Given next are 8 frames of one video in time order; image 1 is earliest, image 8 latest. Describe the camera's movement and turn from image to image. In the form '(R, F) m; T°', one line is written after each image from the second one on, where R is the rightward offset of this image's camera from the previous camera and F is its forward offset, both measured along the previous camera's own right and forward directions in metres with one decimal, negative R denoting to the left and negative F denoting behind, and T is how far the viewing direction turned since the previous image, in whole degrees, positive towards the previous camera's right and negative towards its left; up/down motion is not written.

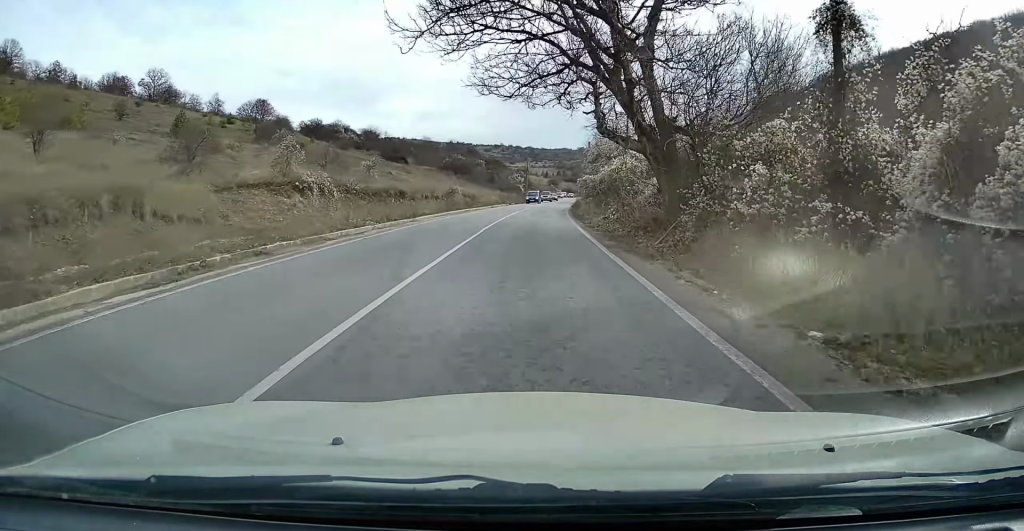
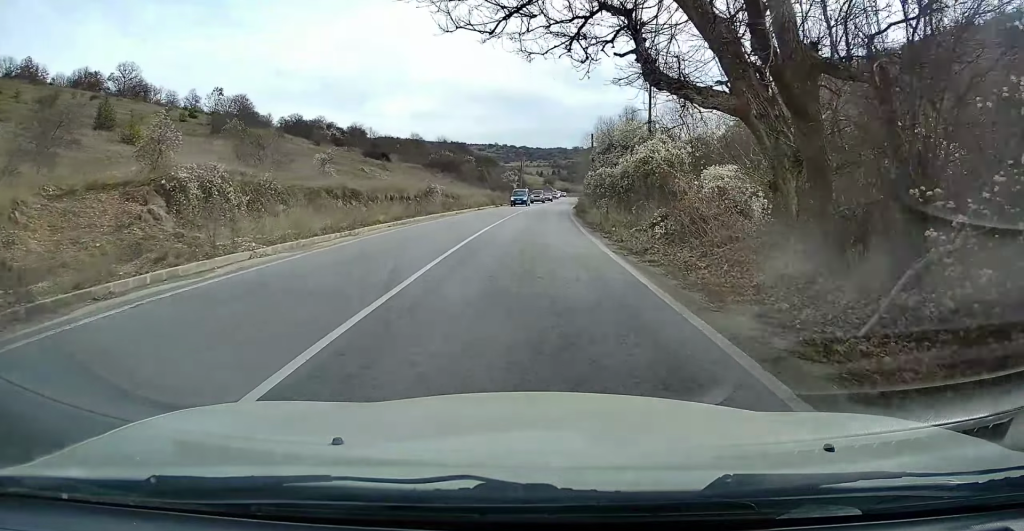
(-0.1, +10.4) m; 0°
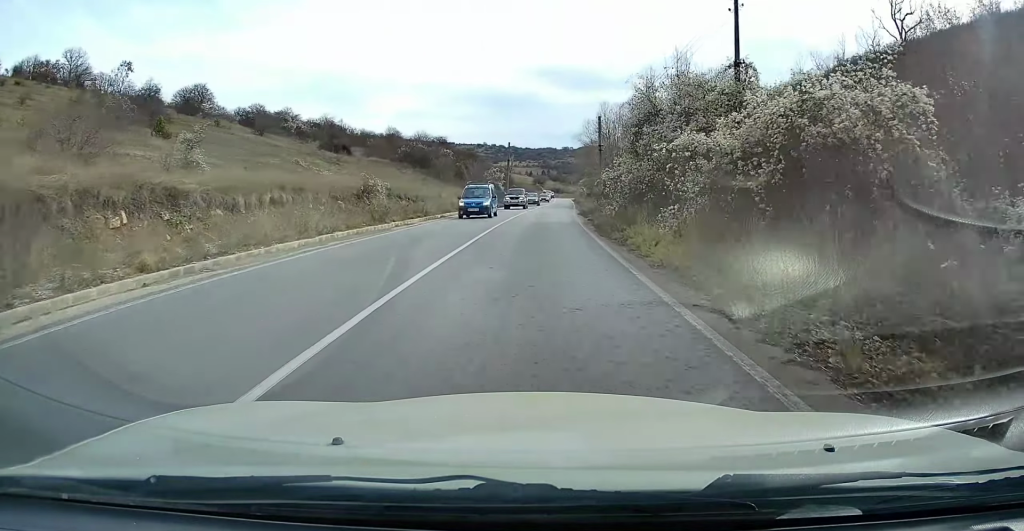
(+0.1, +16.9) m; +1°
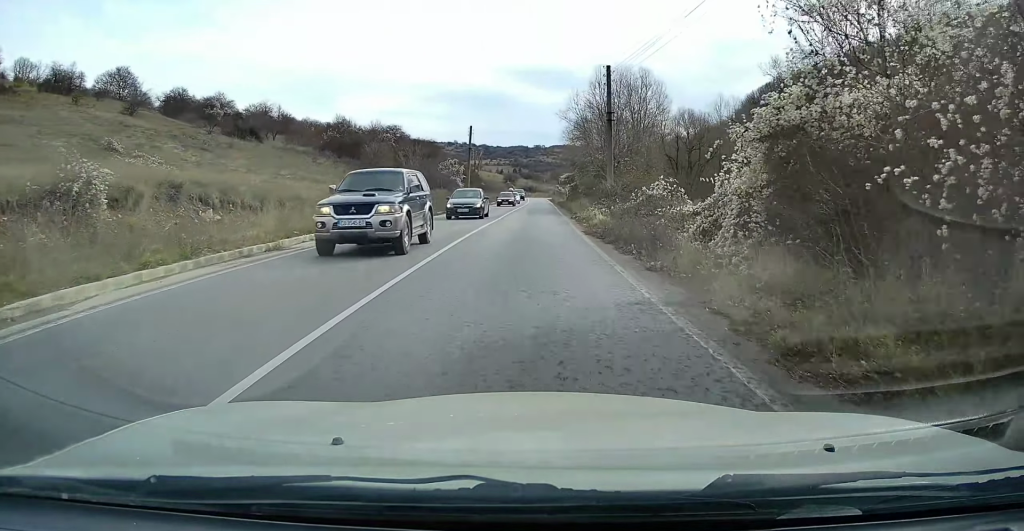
(+0.4, +21.6) m; +1°
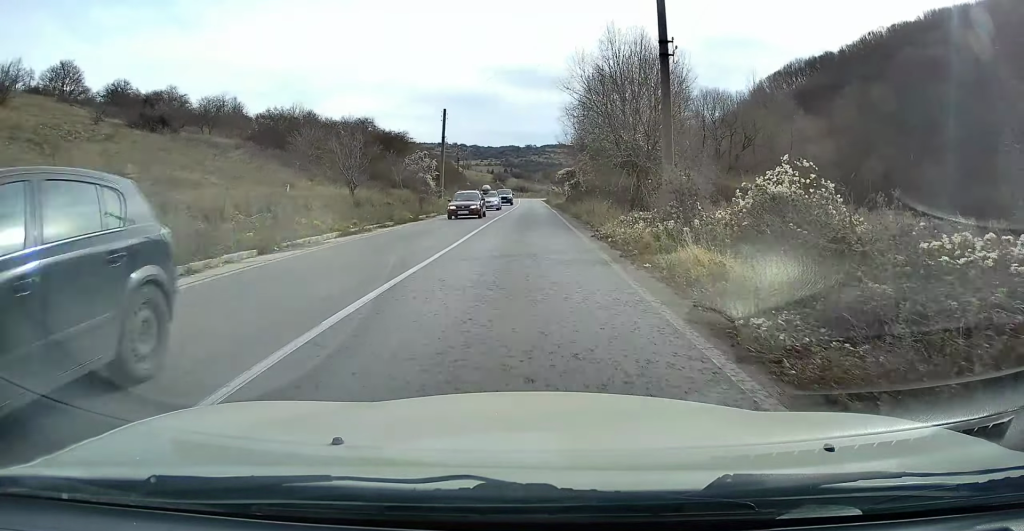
(+0.1, +15.1) m; +1°
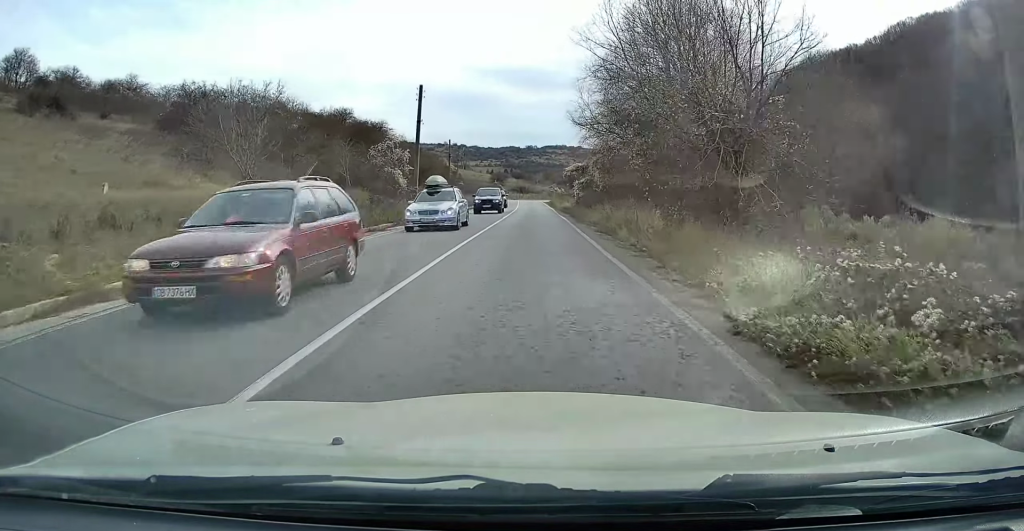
(+0.2, +13.7) m; +1°
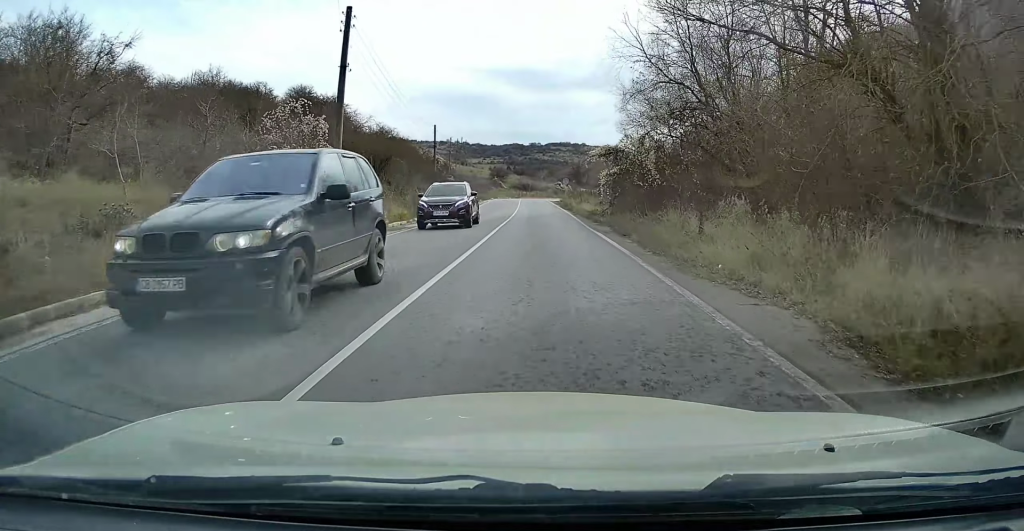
(+0.1, +19.1) m; -1°
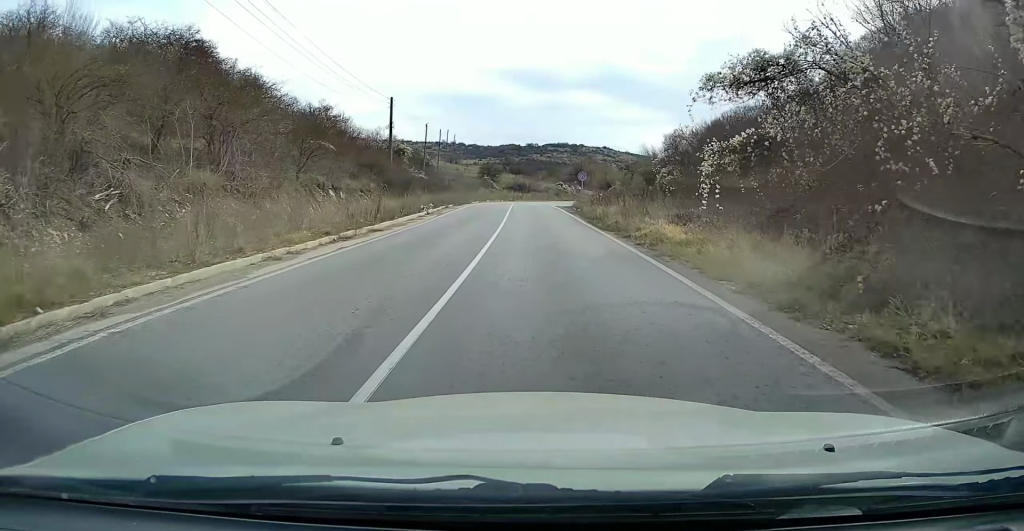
(-0.4, +24.6) m; 0°
